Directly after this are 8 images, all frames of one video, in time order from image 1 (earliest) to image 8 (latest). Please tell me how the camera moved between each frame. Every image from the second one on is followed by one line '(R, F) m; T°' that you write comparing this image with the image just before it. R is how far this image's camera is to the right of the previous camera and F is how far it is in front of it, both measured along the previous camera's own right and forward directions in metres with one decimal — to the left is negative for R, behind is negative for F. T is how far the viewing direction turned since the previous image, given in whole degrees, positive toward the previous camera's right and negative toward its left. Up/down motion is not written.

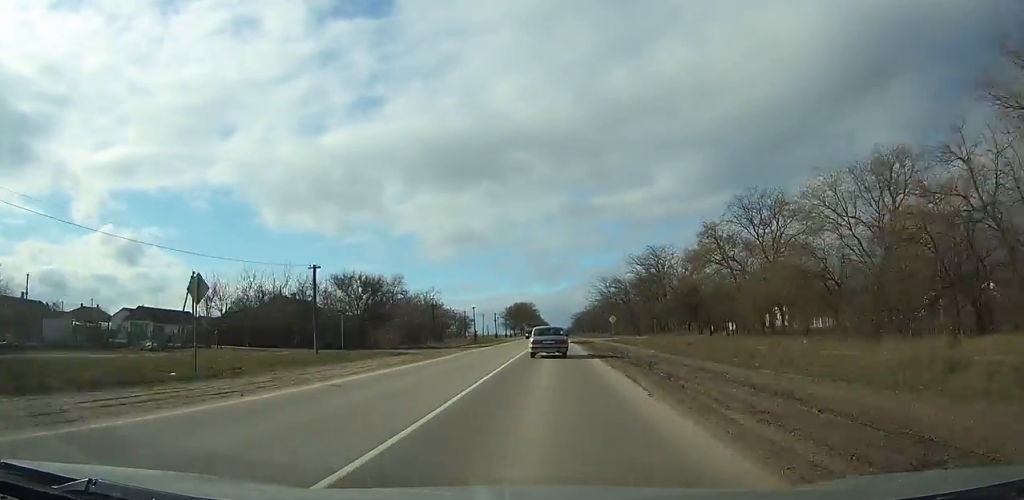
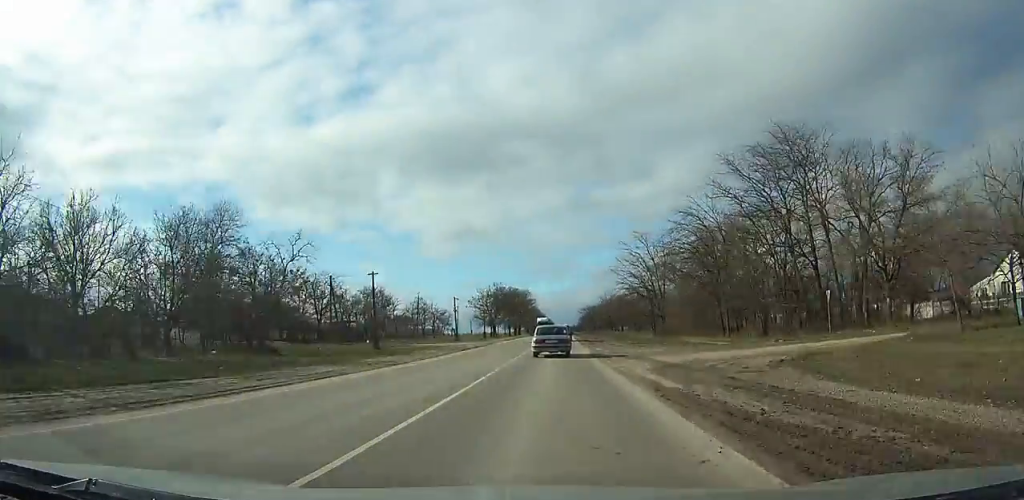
(+0.1, +65.5) m; 0°
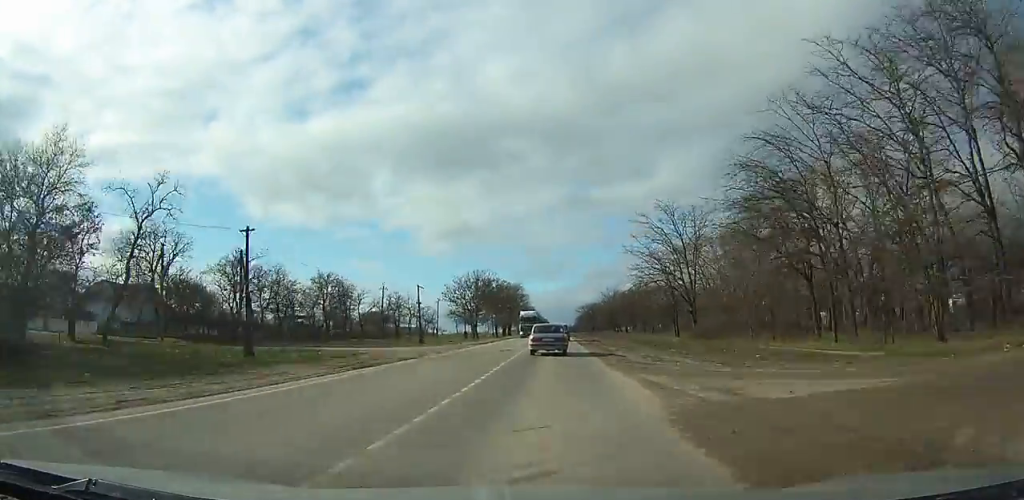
(0.0, +21.9) m; 0°
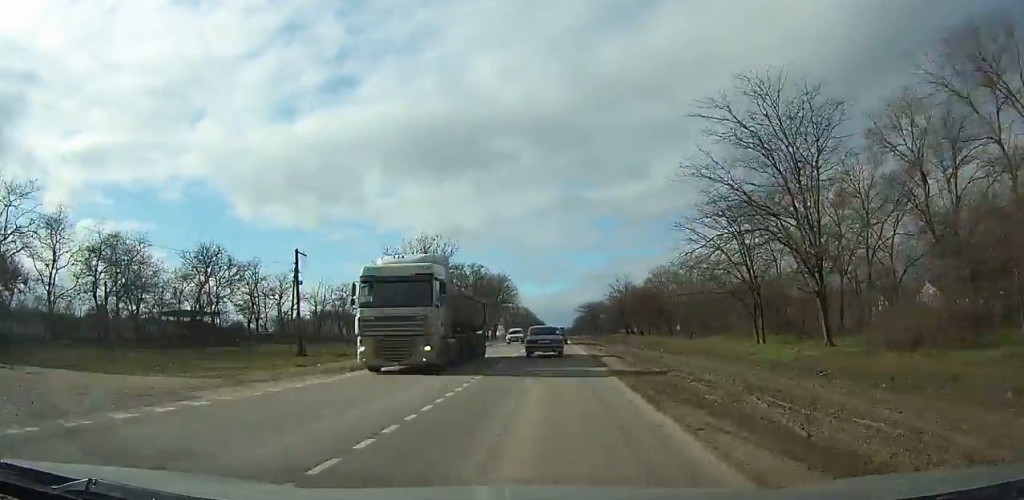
(0.0, +32.9) m; 0°
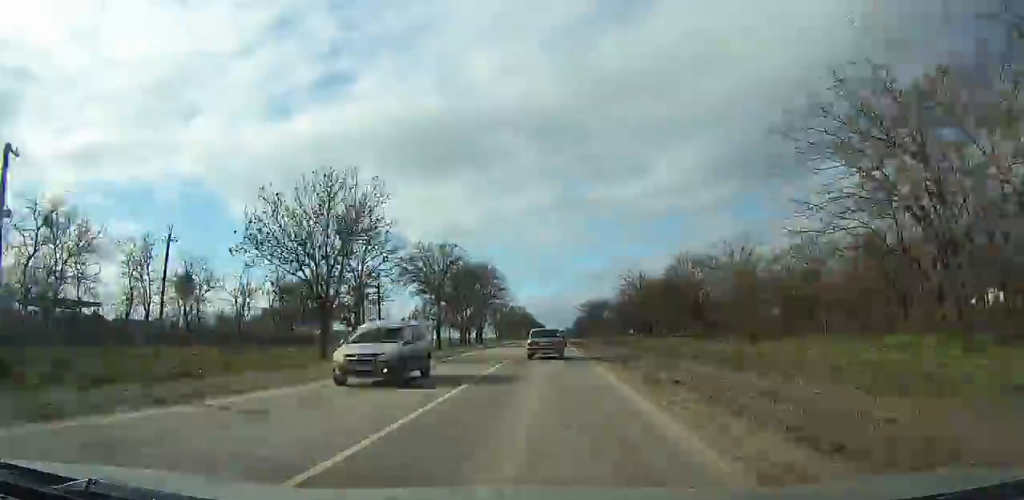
(0.0, +23.4) m; 0°
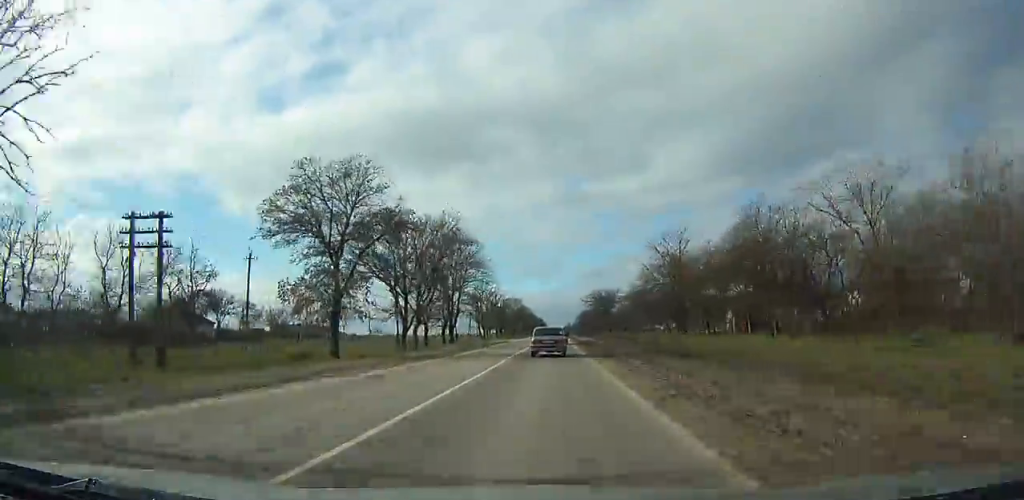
(0.0, +32.0) m; 0°
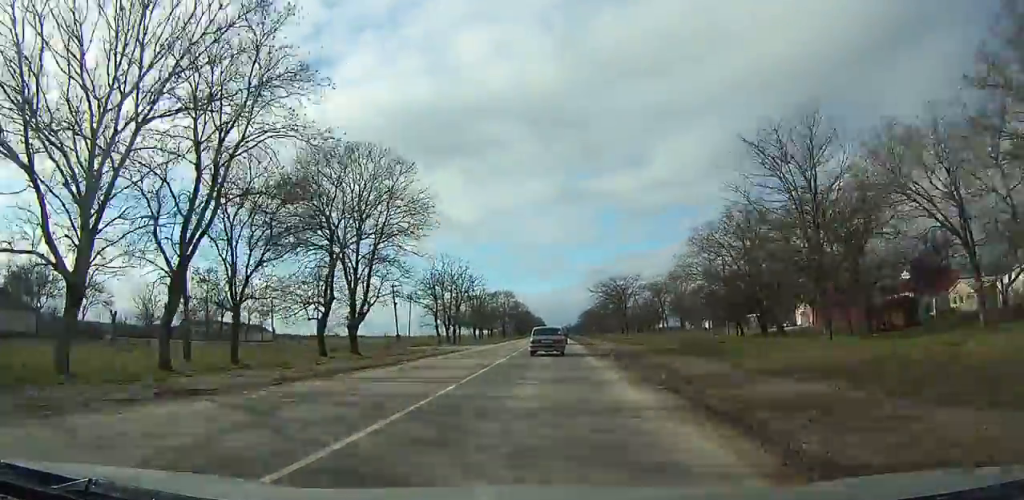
(-0.1, +37.9) m; 0°
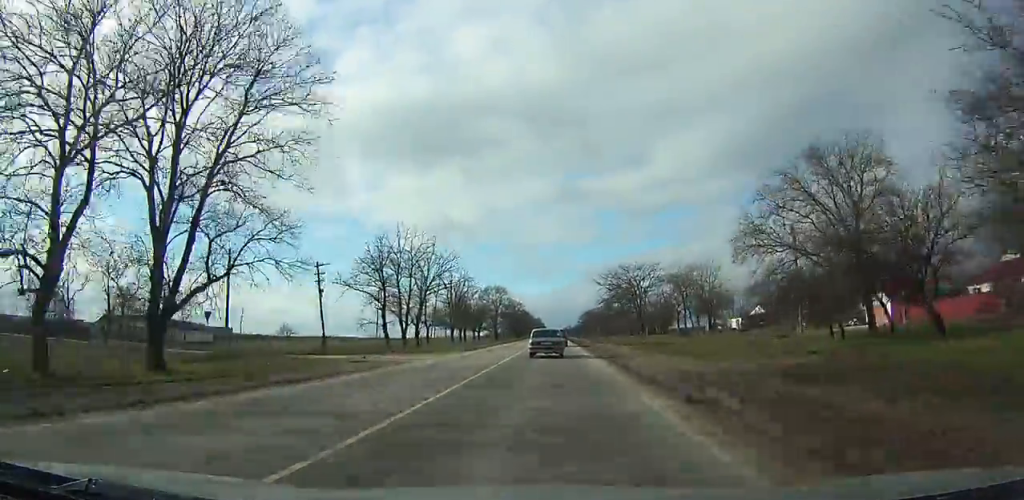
(-0.1, +21.2) m; 0°
